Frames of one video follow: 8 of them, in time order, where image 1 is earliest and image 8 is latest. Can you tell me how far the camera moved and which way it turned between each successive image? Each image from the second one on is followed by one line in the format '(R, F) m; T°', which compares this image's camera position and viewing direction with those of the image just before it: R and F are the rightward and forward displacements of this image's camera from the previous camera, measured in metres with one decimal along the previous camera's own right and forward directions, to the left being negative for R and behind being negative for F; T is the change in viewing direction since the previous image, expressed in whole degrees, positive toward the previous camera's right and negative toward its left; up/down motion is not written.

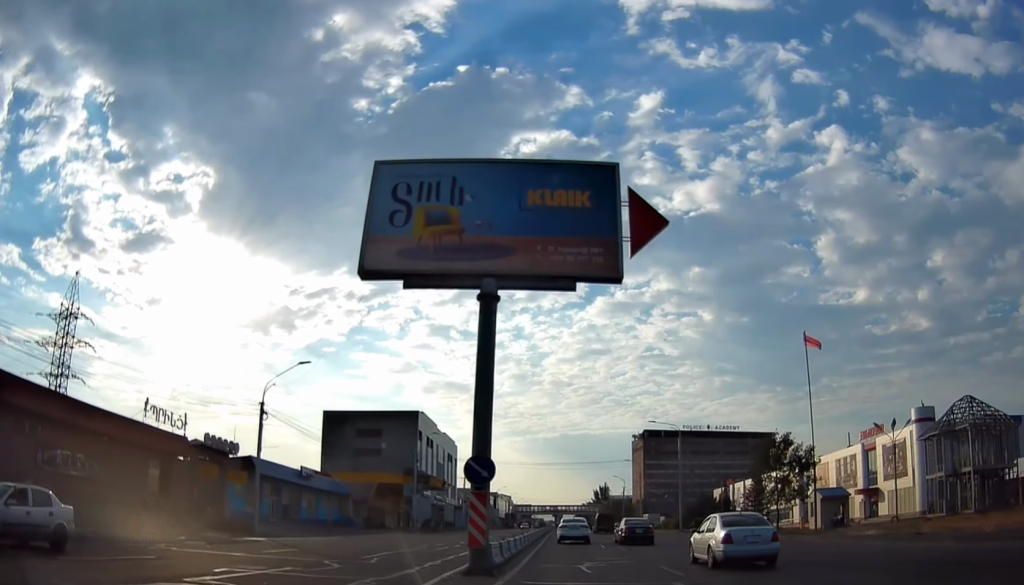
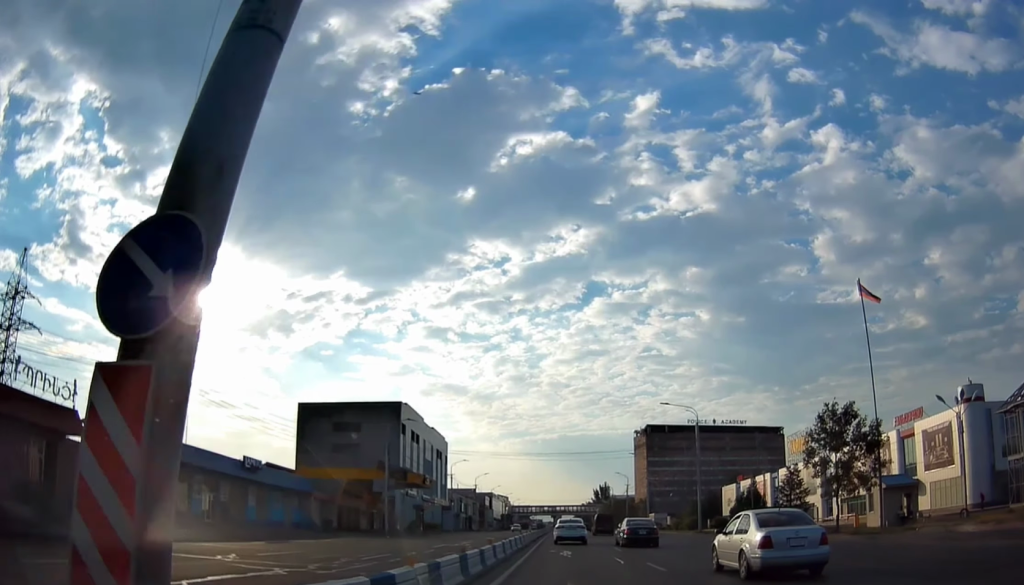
(+0.2, +11.8) m; 0°
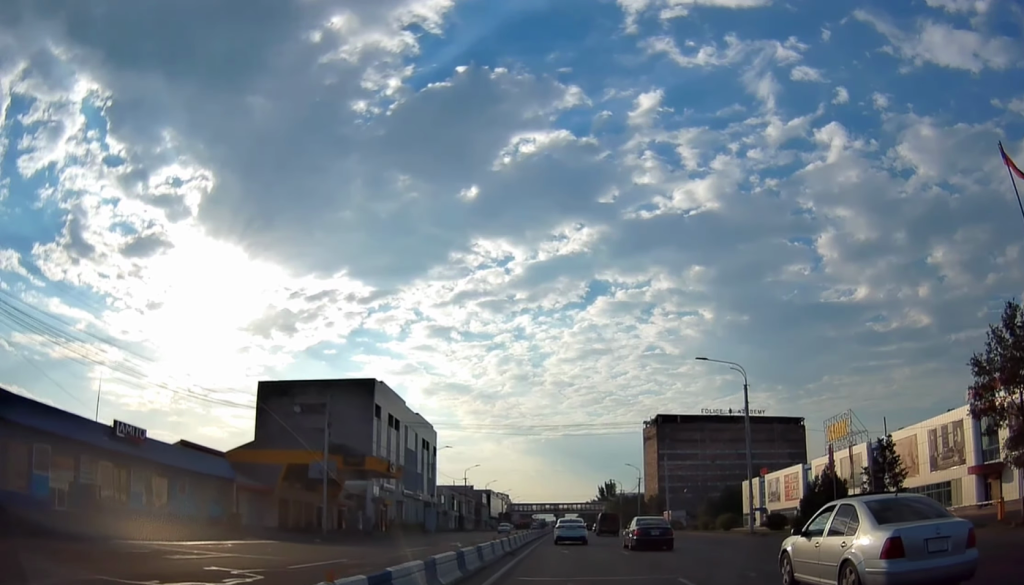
(-0.3, +17.6) m; -1°
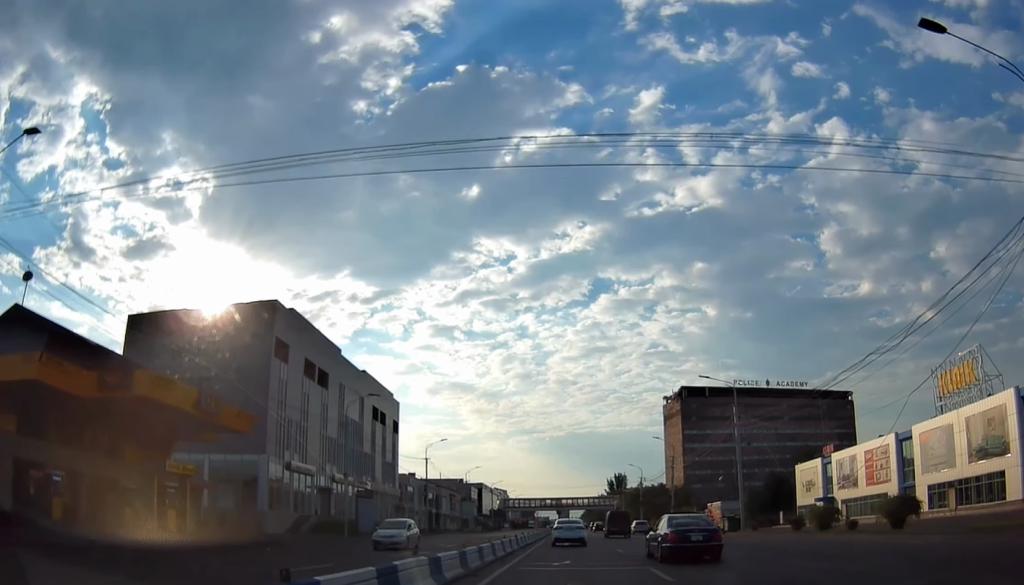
(-0.2, +35.3) m; 0°
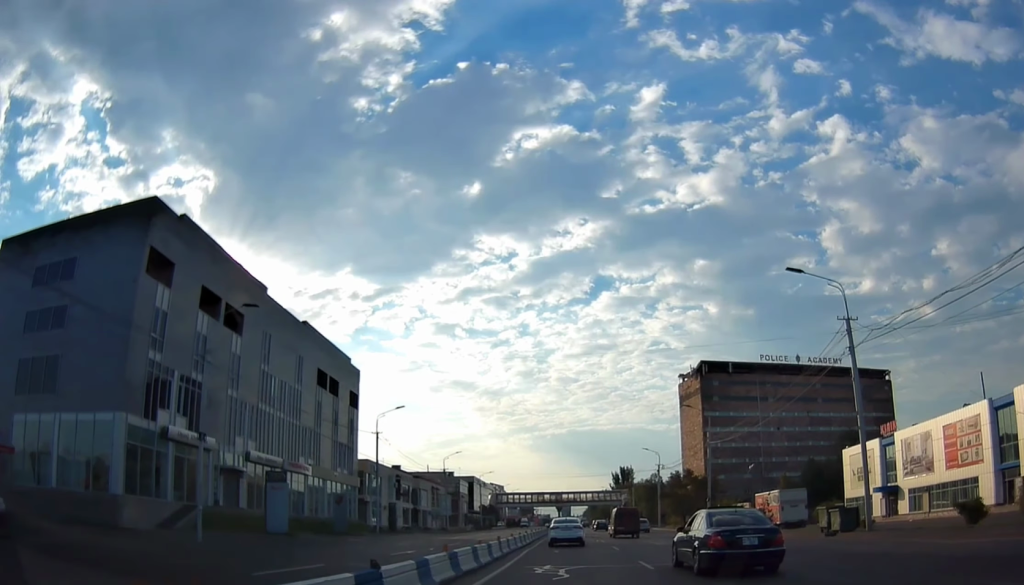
(0.0, +22.2) m; 0°
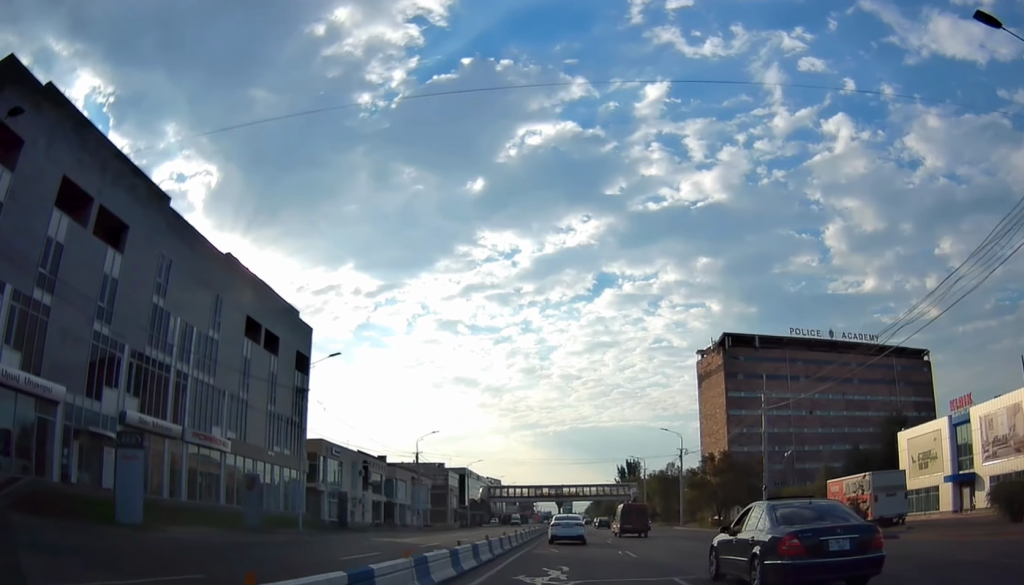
(0.0, +18.5) m; +1°
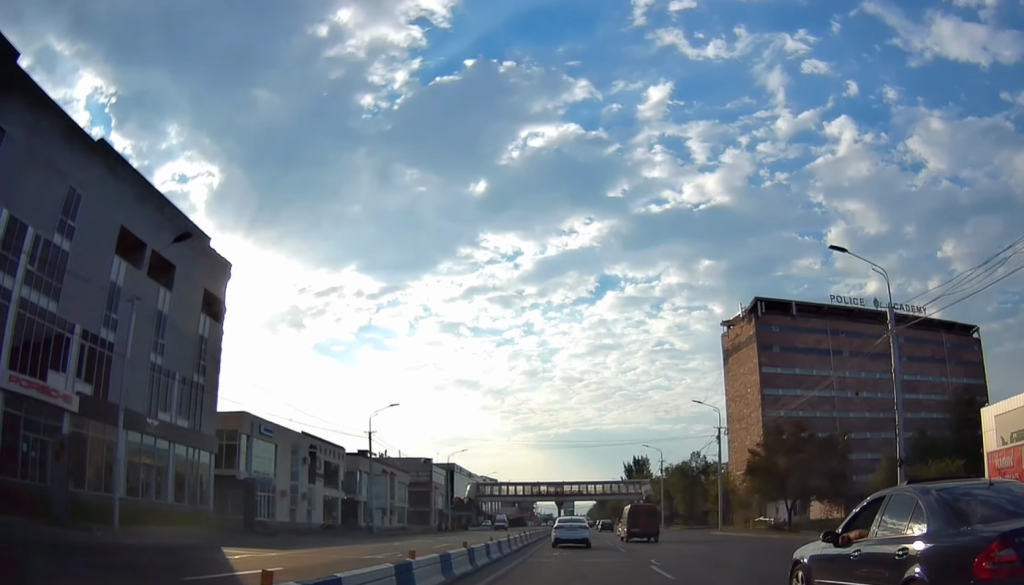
(+0.2, +19.9) m; 0°
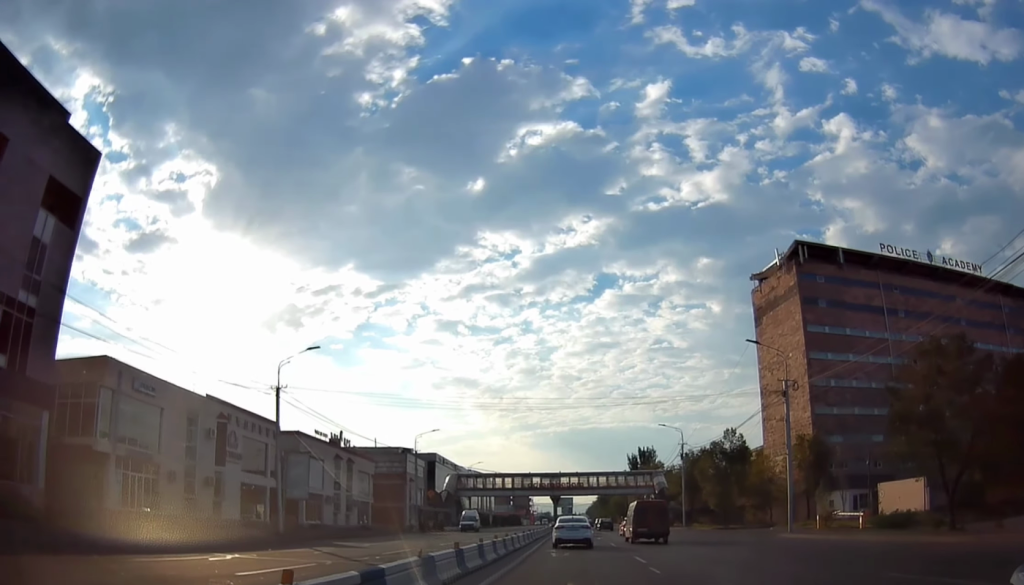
(-0.2, +20.1) m; -1°
